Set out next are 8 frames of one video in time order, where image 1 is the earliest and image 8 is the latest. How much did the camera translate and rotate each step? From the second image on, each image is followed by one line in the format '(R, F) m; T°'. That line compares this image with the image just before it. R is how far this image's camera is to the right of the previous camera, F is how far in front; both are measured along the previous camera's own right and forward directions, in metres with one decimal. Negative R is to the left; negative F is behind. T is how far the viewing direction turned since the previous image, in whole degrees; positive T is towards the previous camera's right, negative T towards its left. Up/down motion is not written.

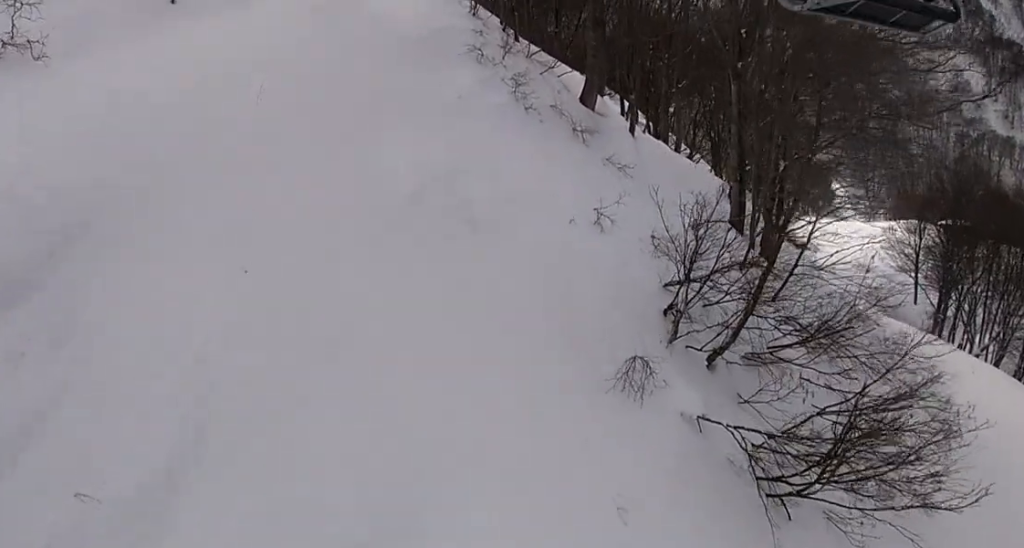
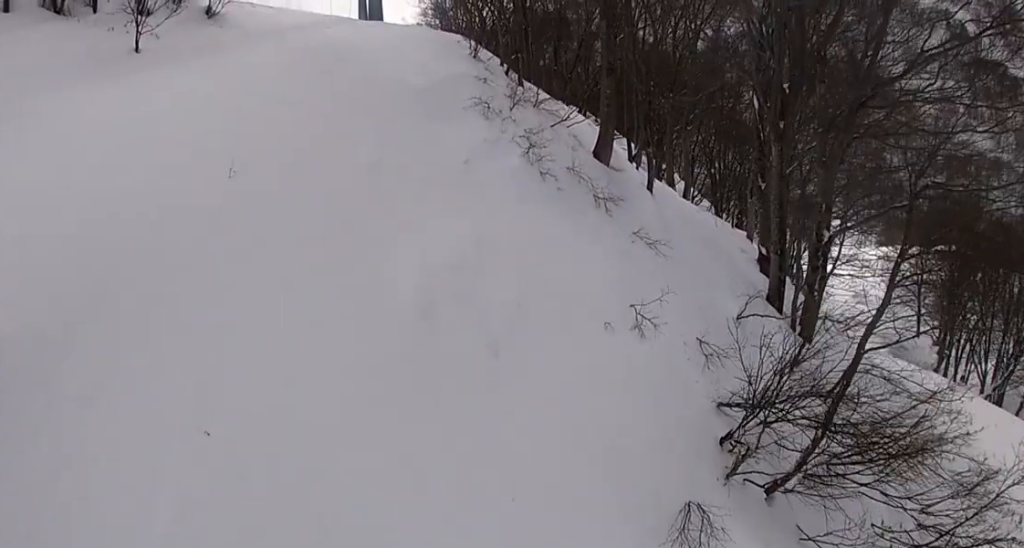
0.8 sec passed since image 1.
(-0.1, +1.9) m; -2°
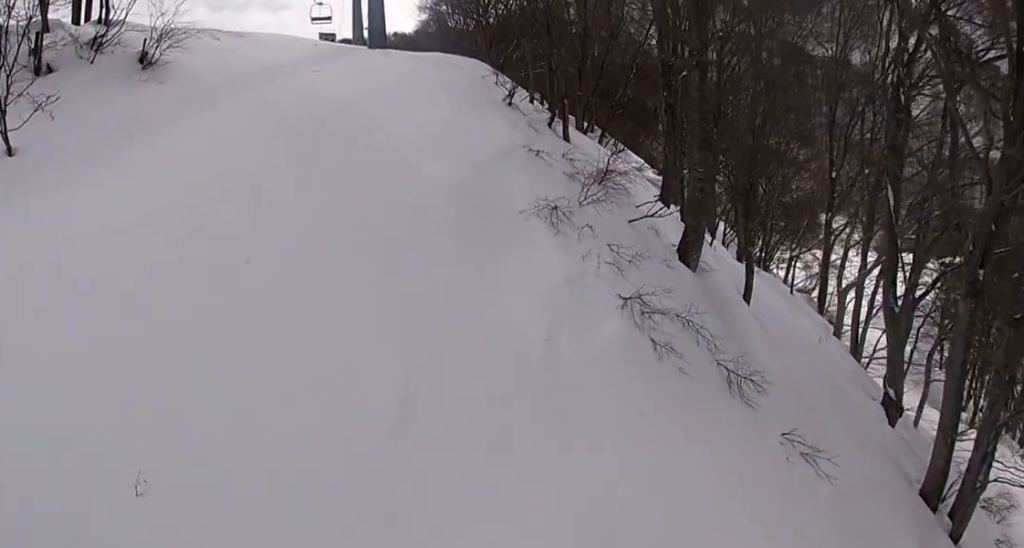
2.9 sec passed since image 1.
(+0.1, +4.5) m; +3°
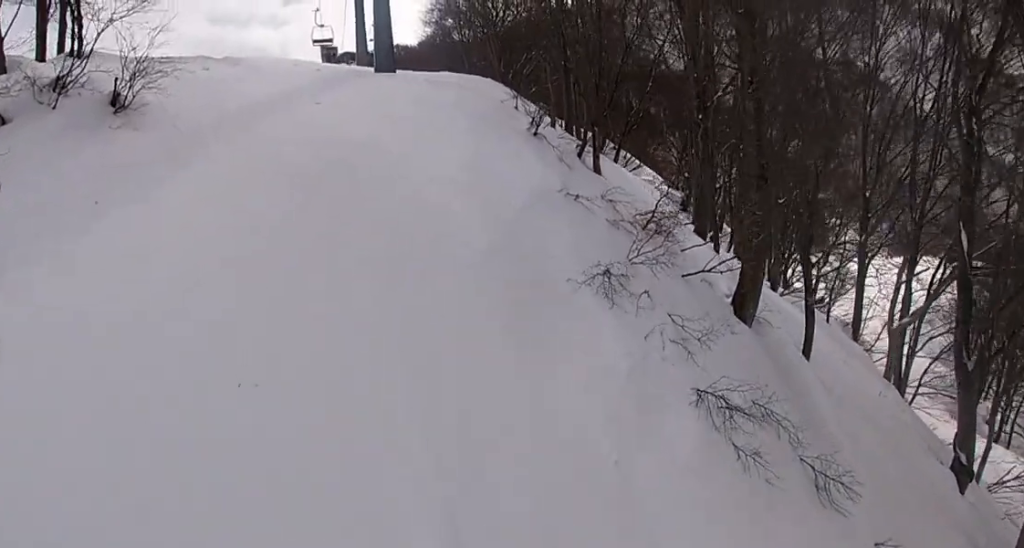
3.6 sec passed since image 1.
(0.0, +1.5) m; +1°
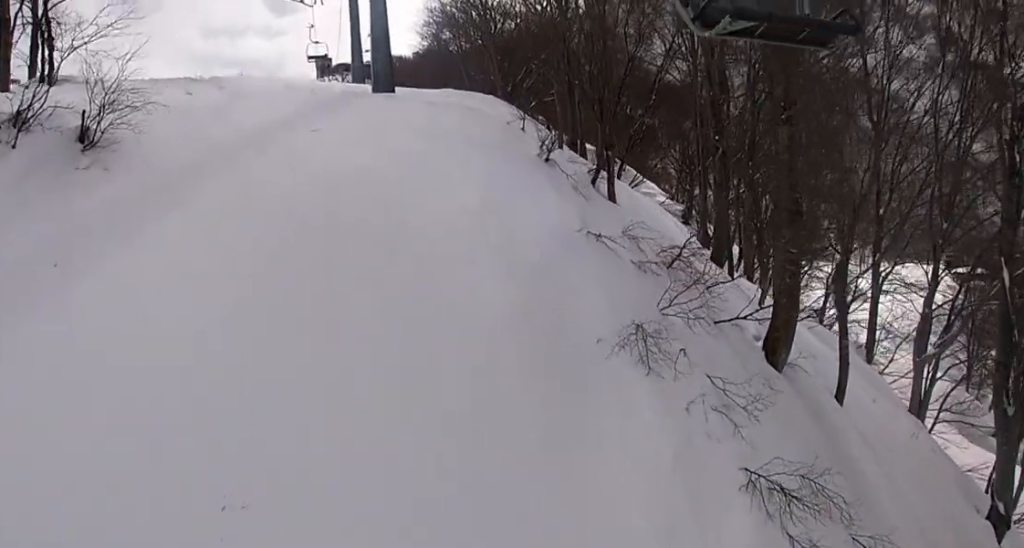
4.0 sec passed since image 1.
(0.0, +1.0) m; 0°
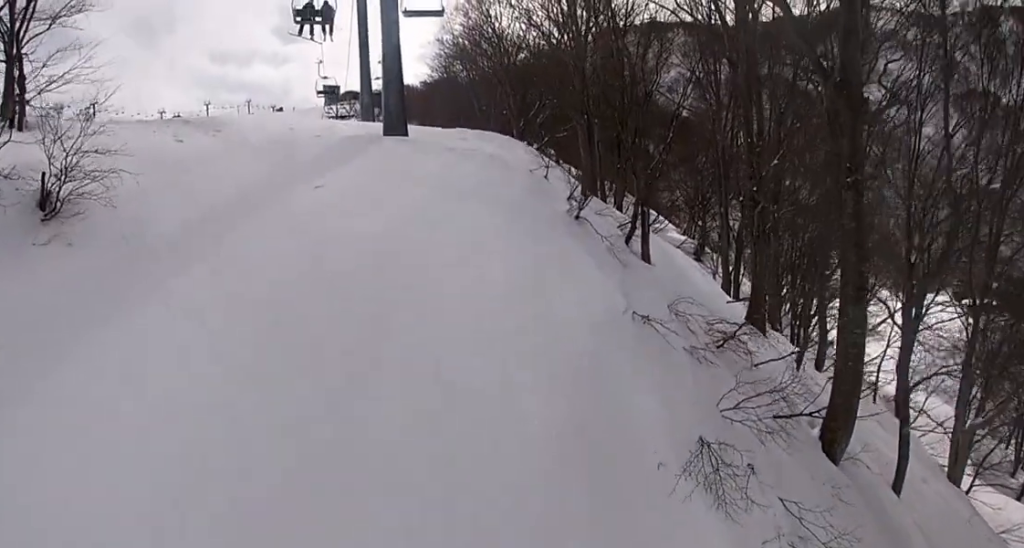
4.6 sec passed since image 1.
(0.0, +1.3) m; +1°
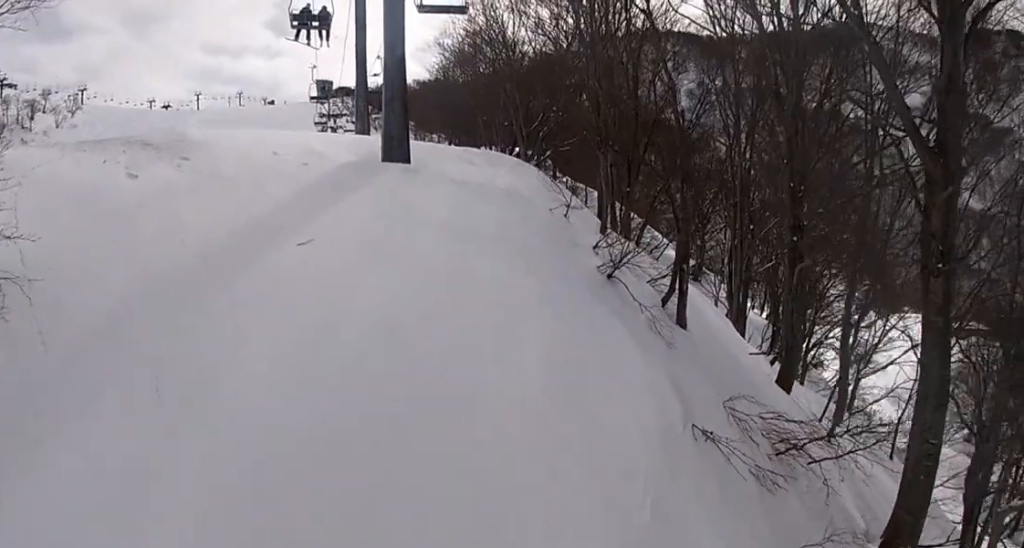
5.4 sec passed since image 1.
(0.0, +1.9) m; +1°
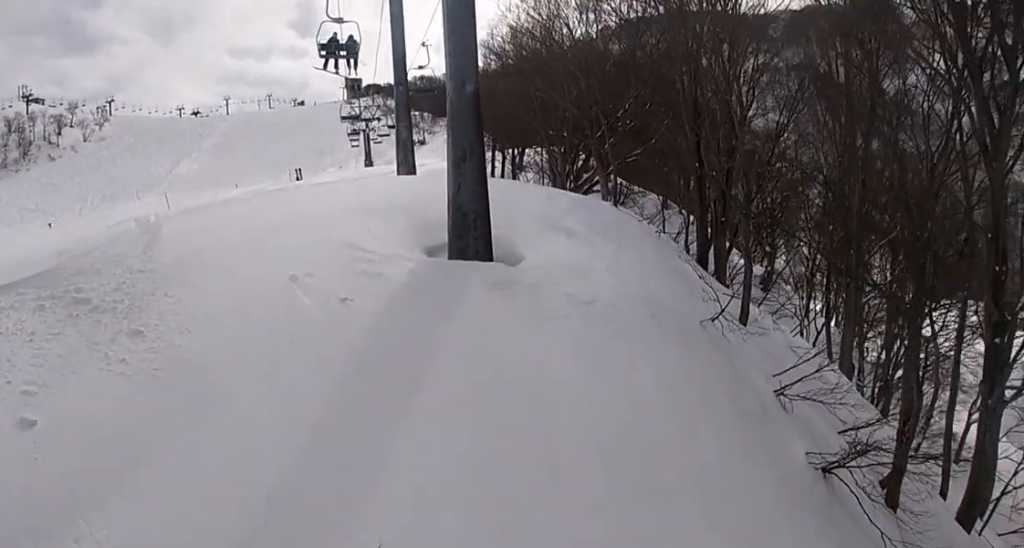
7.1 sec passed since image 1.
(0.0, +4.3) m; 0°
